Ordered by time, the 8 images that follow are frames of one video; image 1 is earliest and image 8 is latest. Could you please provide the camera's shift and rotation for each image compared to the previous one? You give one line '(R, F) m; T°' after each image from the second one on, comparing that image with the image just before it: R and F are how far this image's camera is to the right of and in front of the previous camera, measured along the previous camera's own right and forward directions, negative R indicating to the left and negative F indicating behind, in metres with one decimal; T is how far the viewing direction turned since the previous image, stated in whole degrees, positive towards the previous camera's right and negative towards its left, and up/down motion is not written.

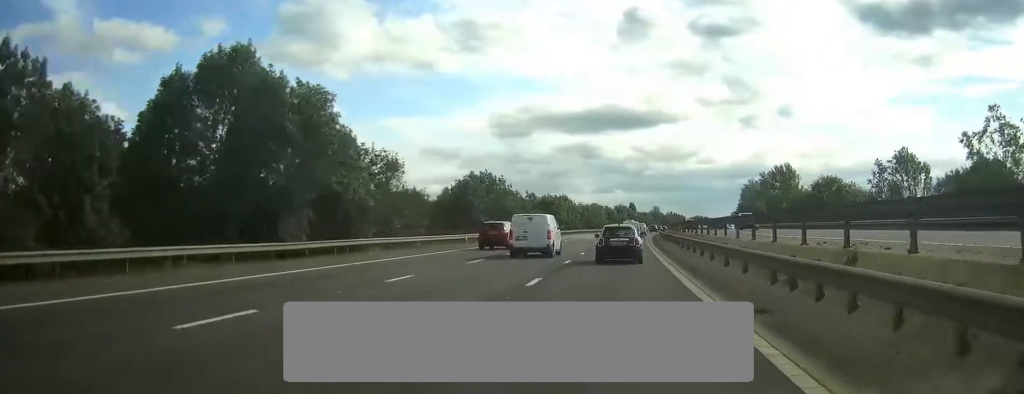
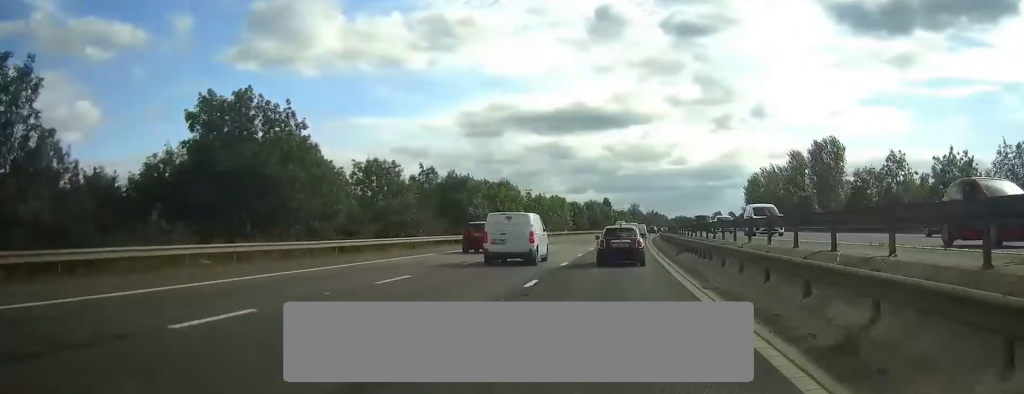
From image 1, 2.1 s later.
(+1.1, +51.7) m; +2°
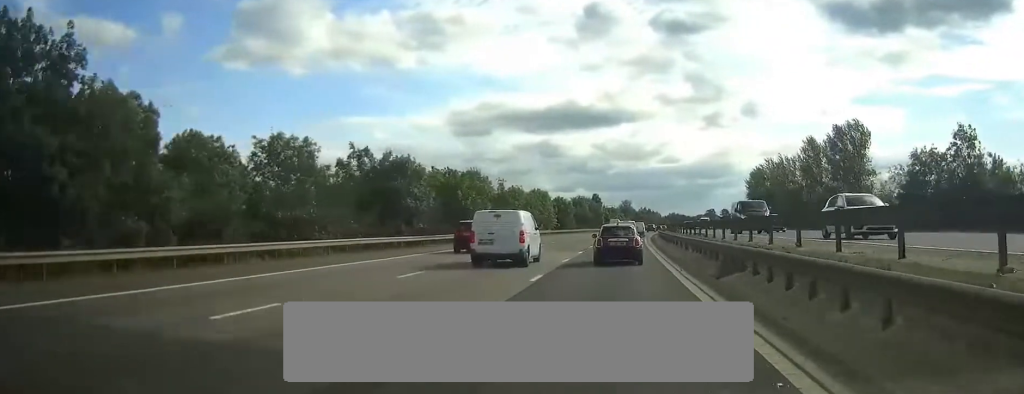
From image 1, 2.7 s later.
(+0.1, +15.7) m; +1°
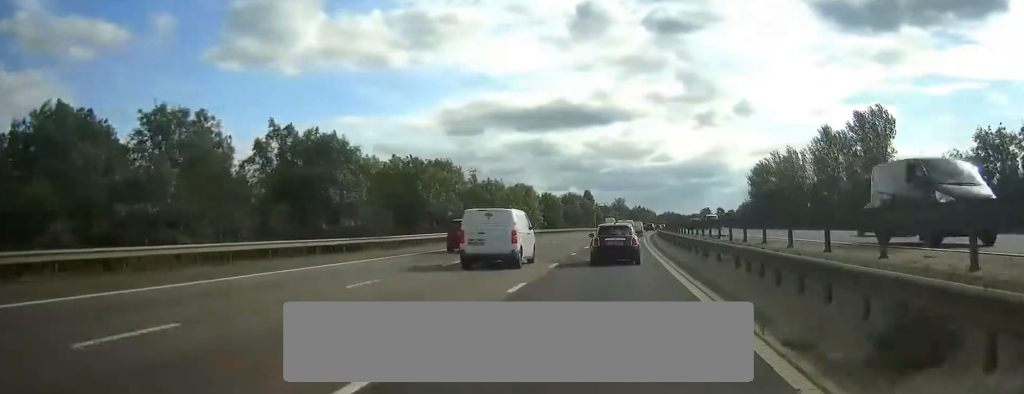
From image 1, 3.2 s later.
(+0.1, +11.7) m; +1°
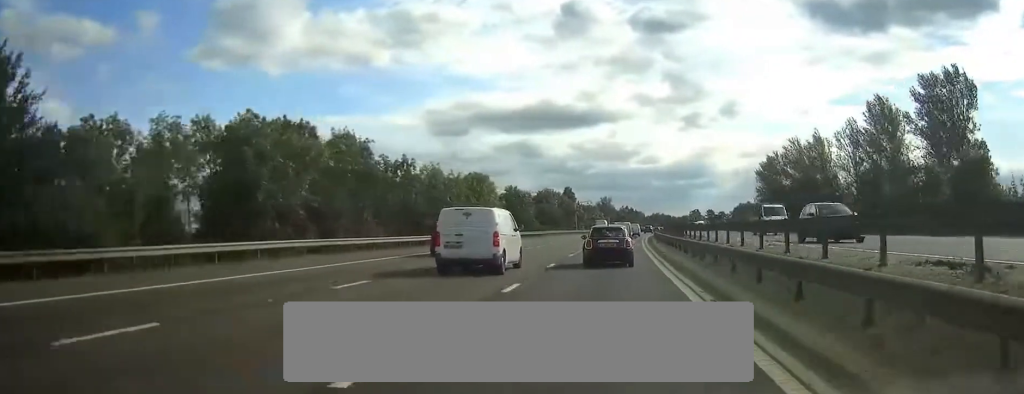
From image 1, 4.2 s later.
(+0.3, +25.3) m; +1°
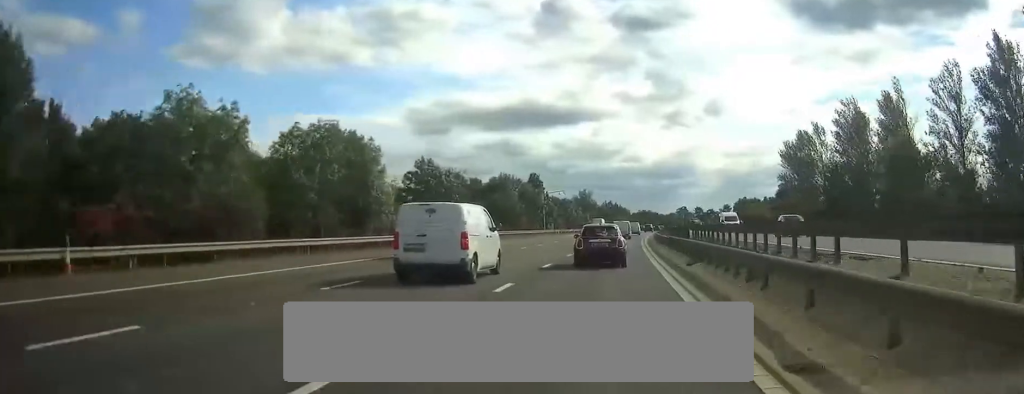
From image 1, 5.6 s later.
(+0.5, +35.7) m; +2°
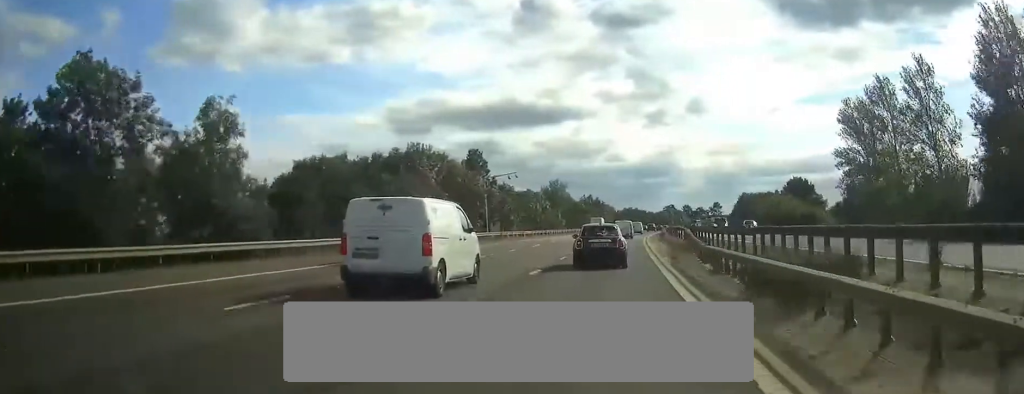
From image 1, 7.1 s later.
(+0.4, +39.4) m; +1°
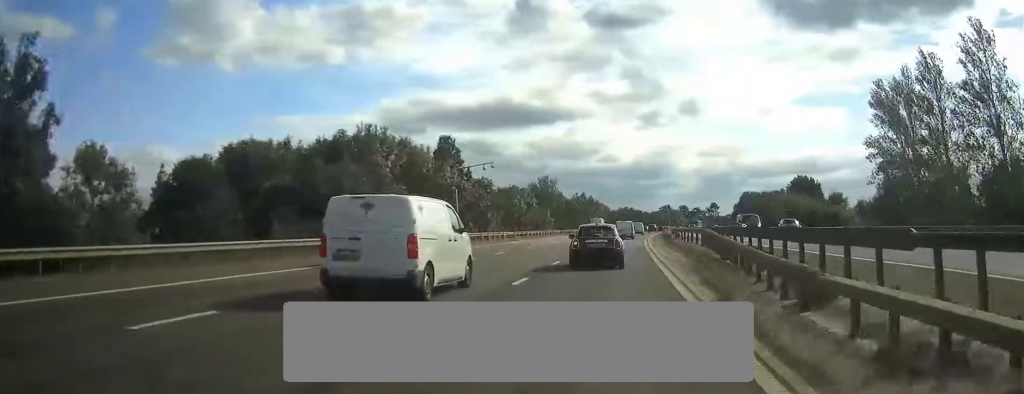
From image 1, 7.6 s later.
(0.0, +12.0) m; 0°
